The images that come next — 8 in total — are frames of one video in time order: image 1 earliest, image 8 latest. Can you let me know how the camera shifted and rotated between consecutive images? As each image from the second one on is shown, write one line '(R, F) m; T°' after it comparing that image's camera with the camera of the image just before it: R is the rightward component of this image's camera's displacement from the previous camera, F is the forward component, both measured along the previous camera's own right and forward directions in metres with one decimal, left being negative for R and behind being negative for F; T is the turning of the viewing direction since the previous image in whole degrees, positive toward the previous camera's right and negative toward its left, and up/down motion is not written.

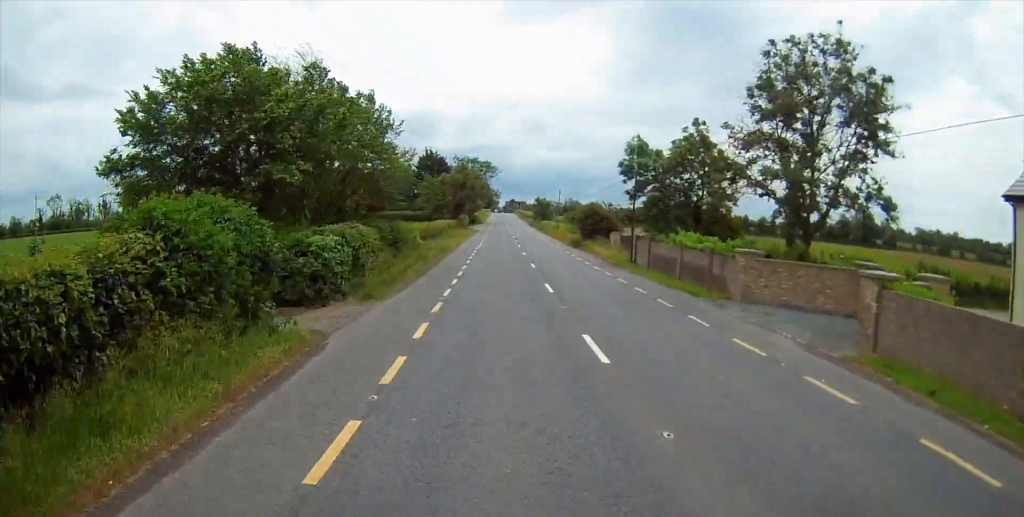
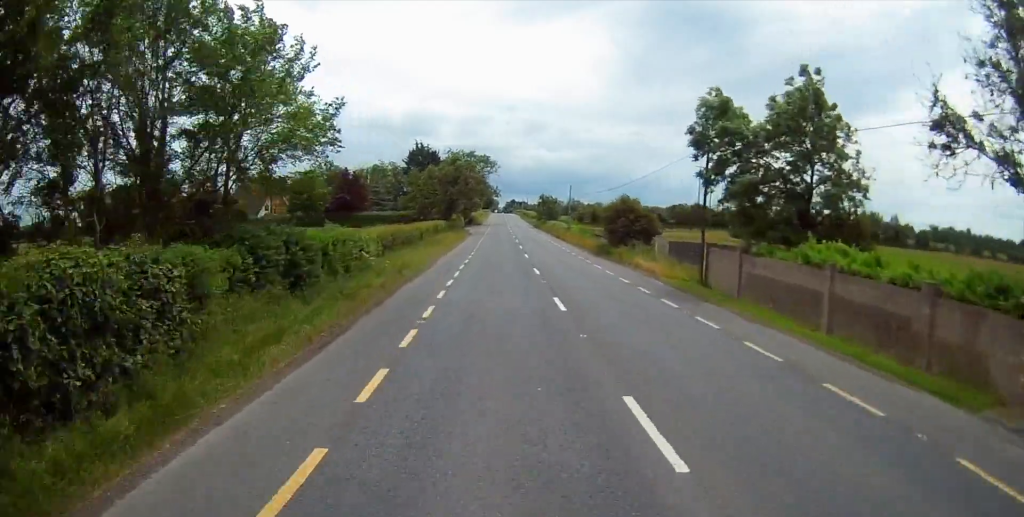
(0.0, +17.1) m; 0°
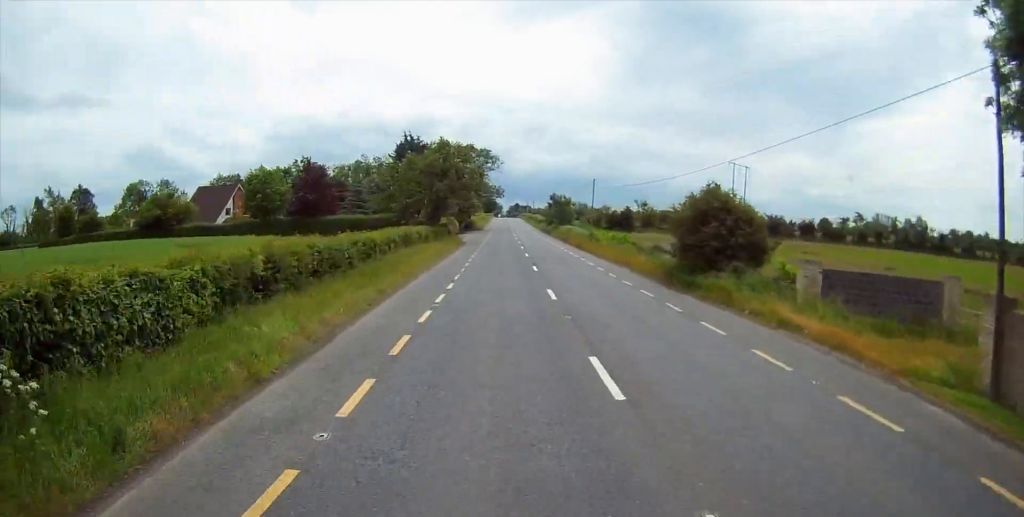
(+0.2, +20.6) m; 0°
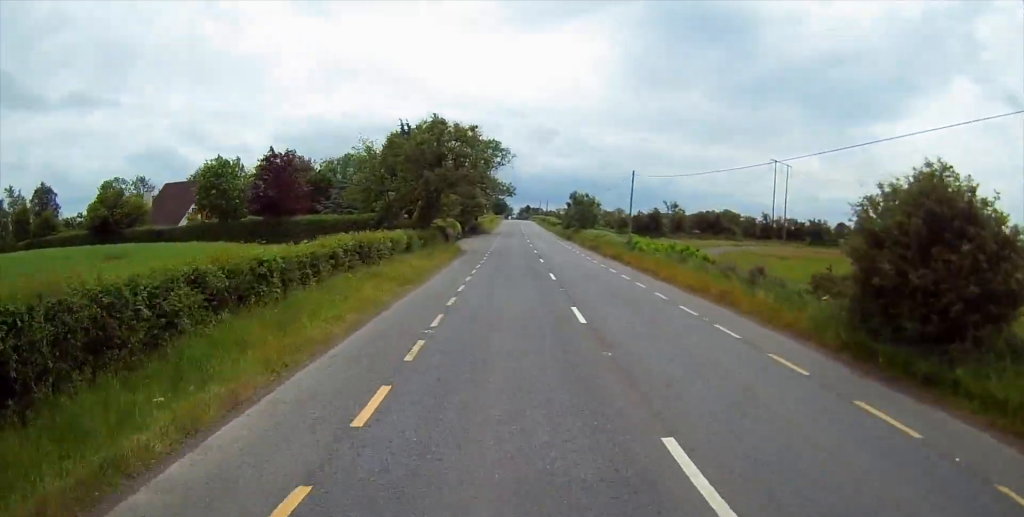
(-0.1, +16.1) m; 0°
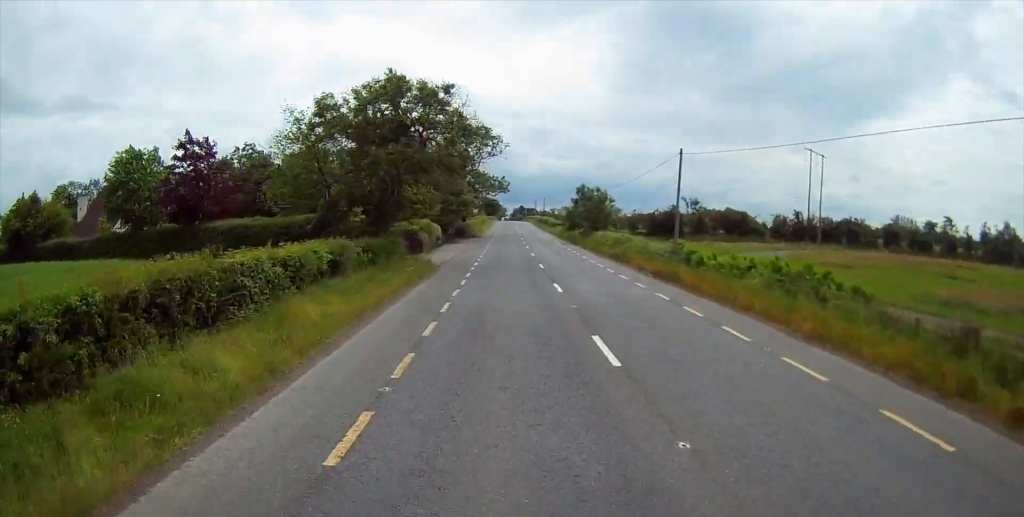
(0.0, +16.7) m; 0°
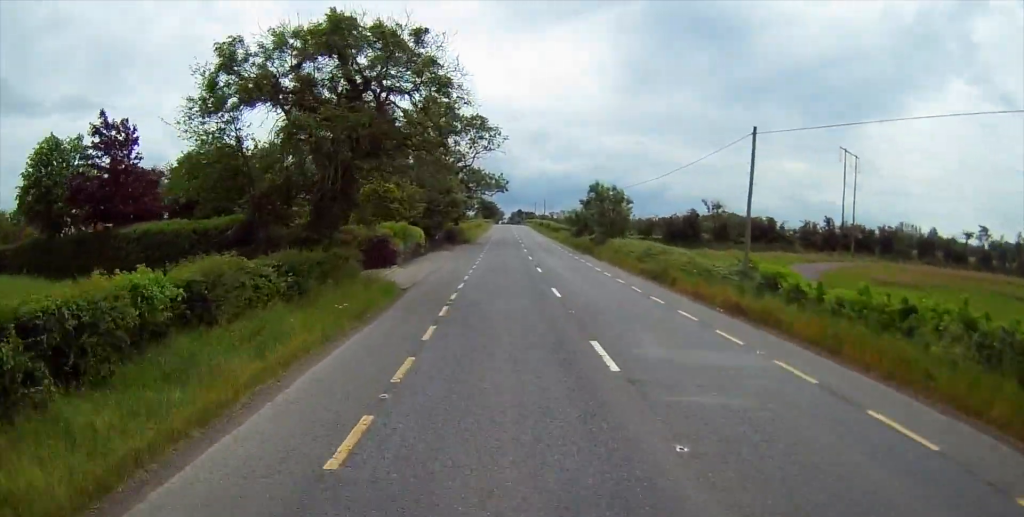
(0.0, +11.6) m; 0°
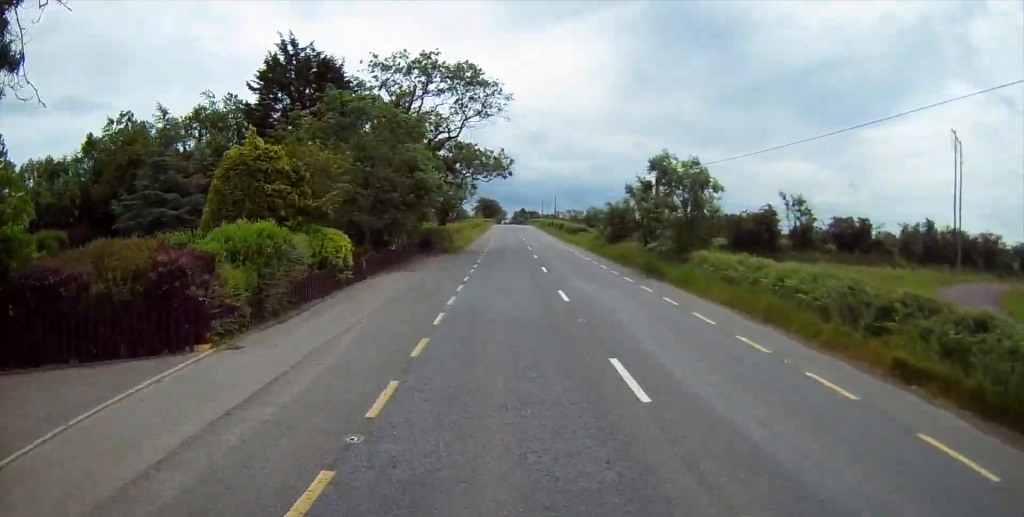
(0.0, +25.3) m; 0°
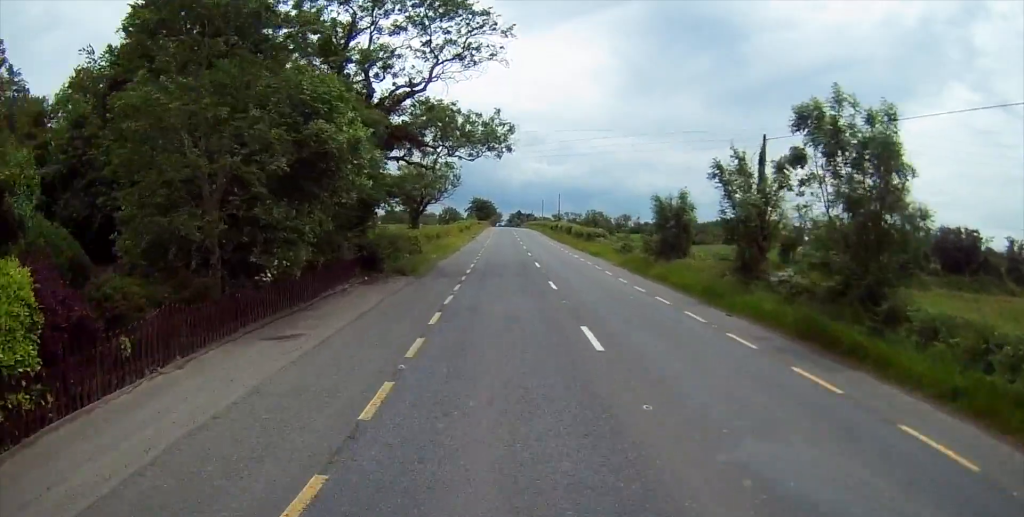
(0.0, +19.5) m; +1°
